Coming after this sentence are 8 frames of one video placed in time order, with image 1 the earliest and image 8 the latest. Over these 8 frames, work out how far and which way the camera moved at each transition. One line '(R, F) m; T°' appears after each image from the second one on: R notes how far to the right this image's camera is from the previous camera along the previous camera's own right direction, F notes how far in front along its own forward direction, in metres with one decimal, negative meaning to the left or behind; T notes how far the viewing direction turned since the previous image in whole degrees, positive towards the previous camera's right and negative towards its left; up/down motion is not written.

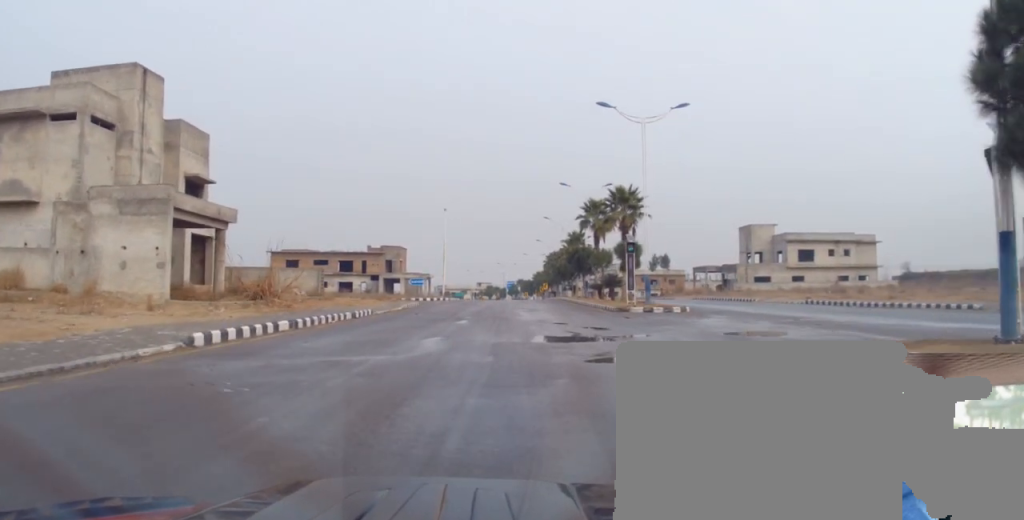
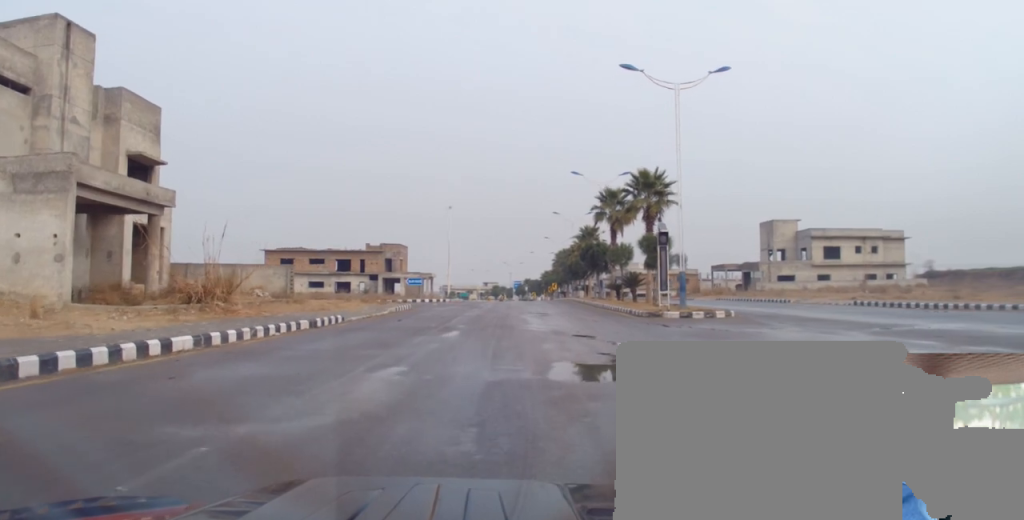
(-0.1, +6.8) m; 0°
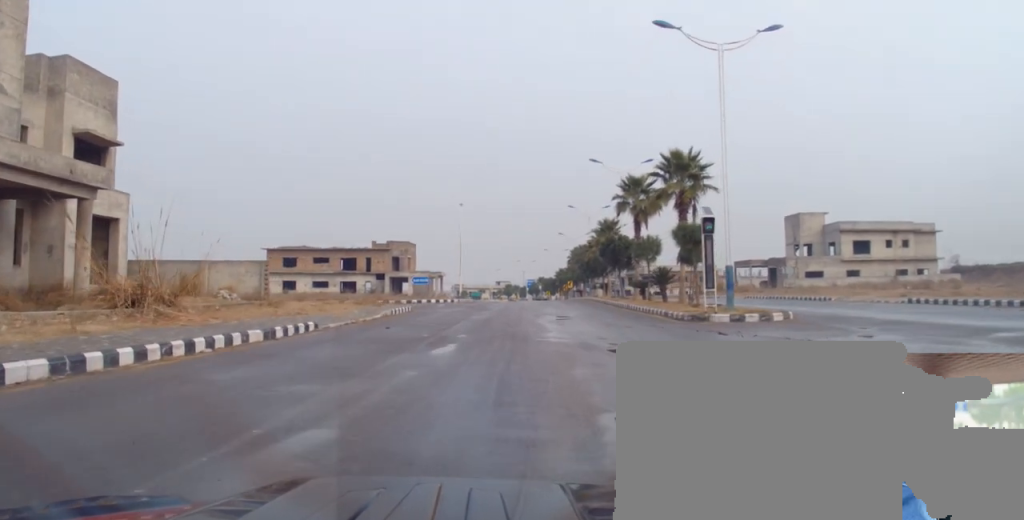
(+0.1, +5.0) m; 0°
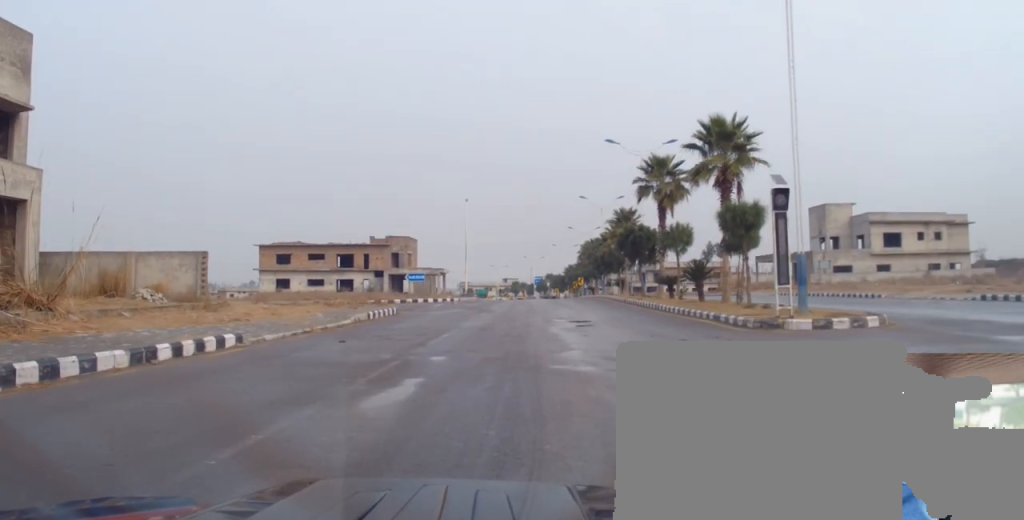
(0.0, +6.5) m; -1°
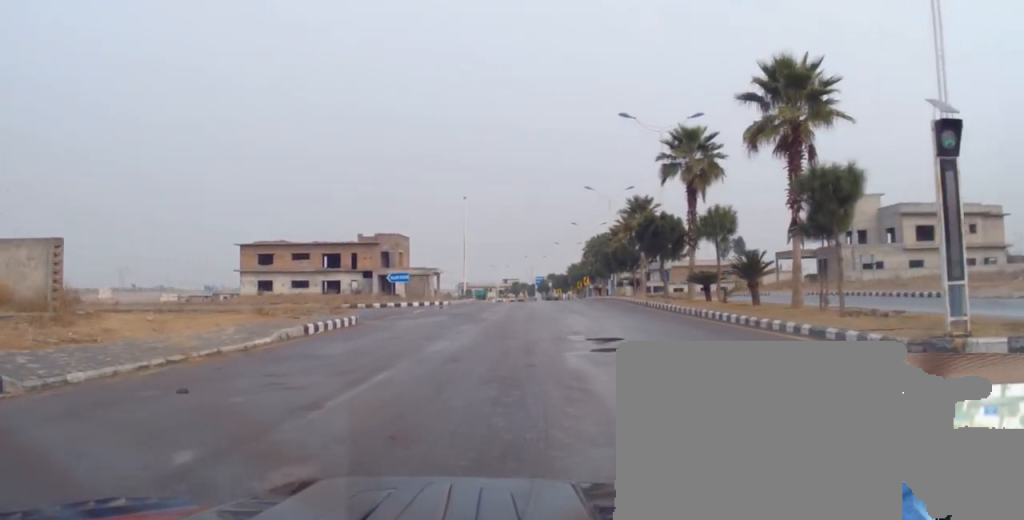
(-0.1, +7.9) m; +3°
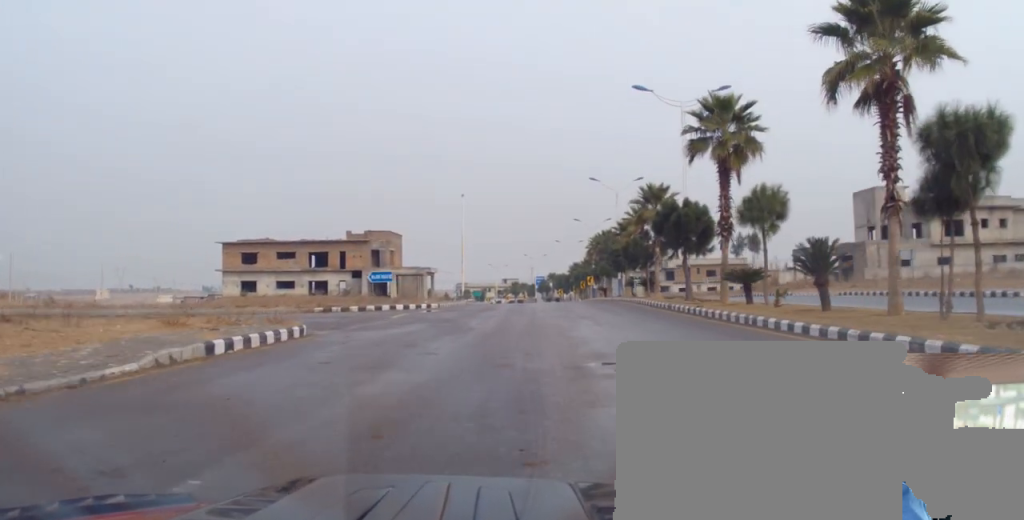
(+0.2, +6.1) m; 0°
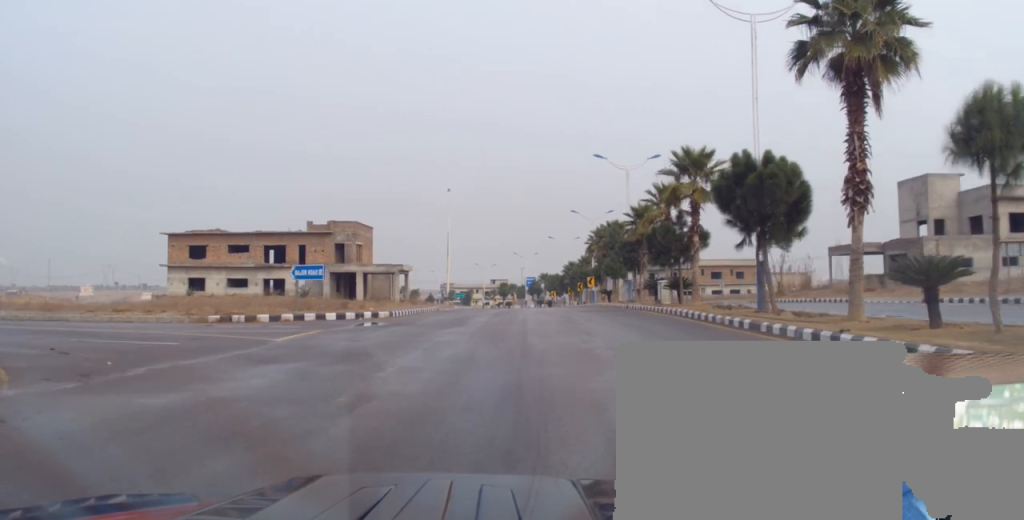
(-0.7, +12.5) m; -5°
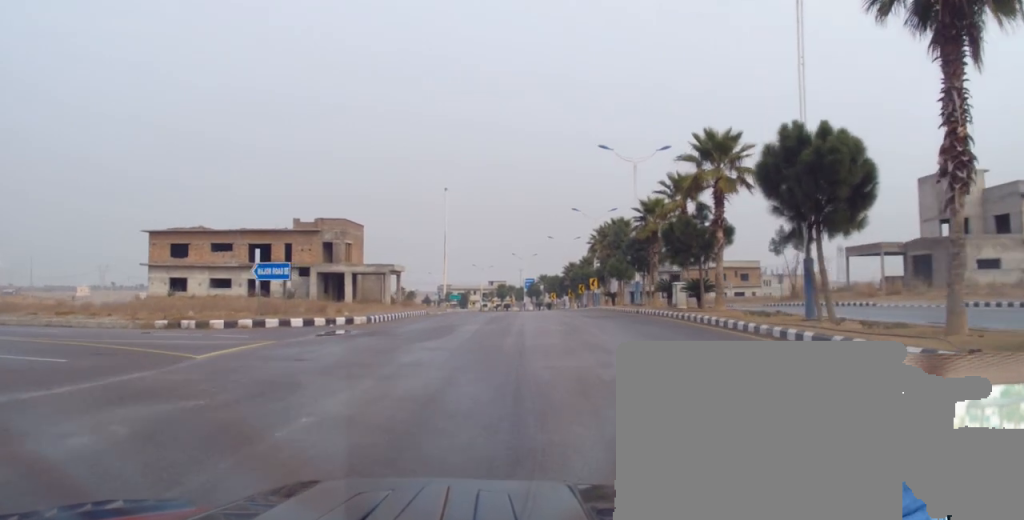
(+0.1, +4.2) m; +3°
